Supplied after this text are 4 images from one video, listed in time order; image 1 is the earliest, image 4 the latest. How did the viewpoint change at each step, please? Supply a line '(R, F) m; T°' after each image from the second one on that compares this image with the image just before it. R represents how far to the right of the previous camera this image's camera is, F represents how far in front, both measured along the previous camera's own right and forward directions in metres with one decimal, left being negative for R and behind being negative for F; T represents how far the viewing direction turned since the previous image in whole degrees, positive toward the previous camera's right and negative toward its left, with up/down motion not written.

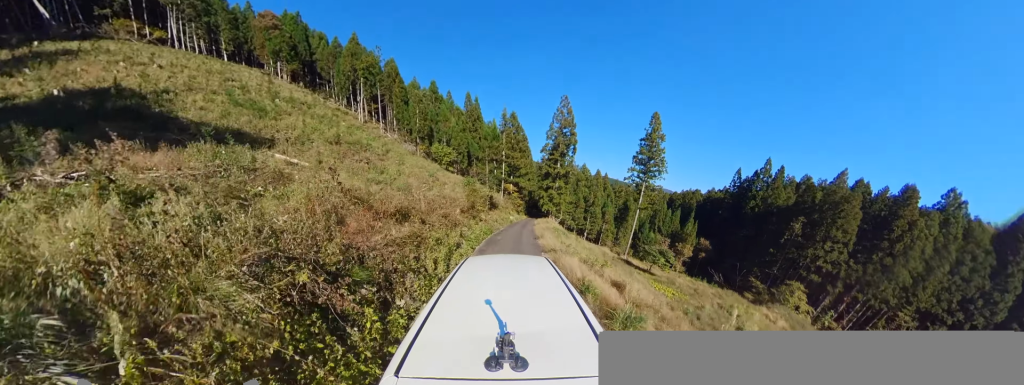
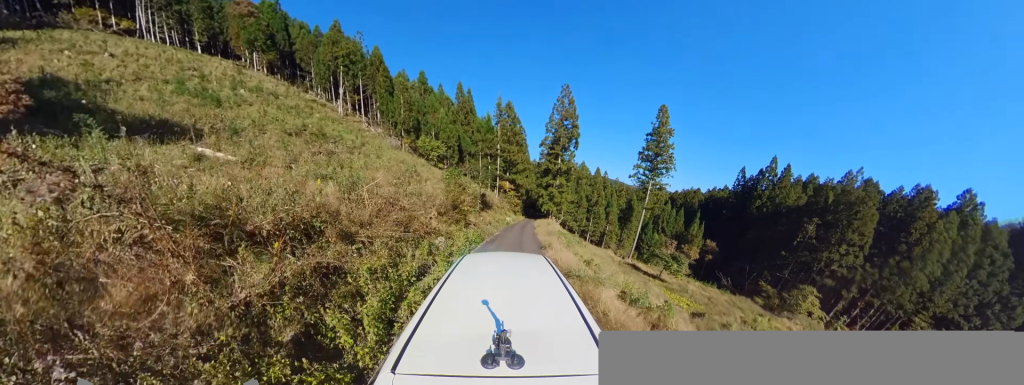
(+0.7, +3.6) m; +2°
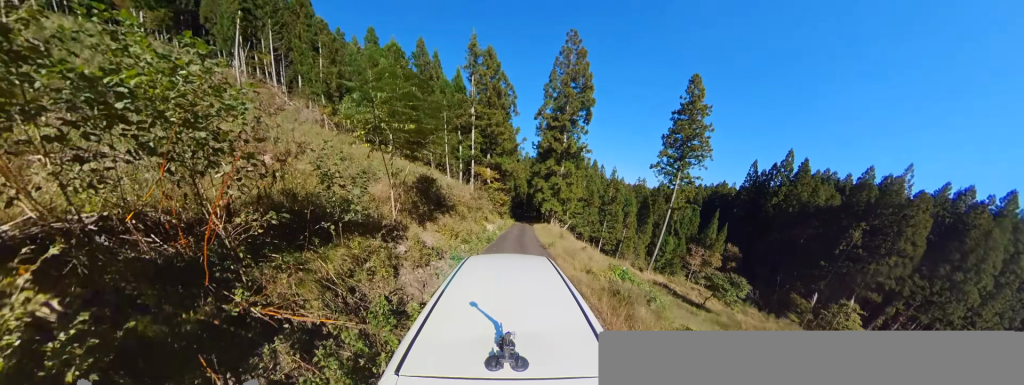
(-0.9, +11.5) m; -5°
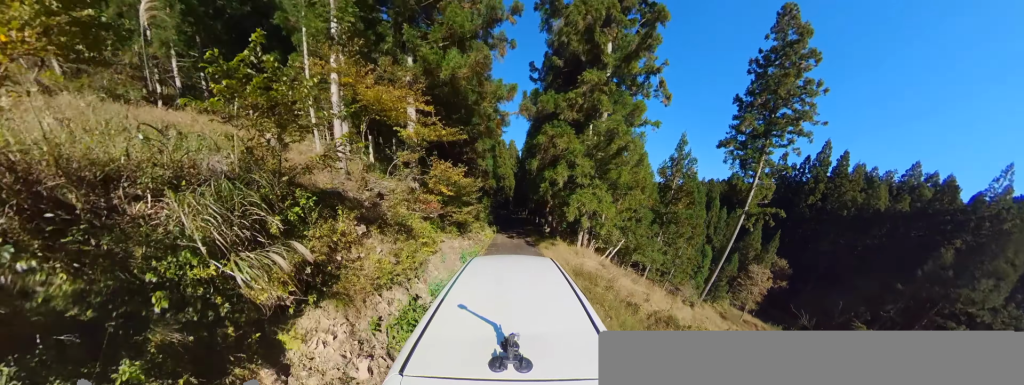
(-0.1, +14.2) m; 0°
